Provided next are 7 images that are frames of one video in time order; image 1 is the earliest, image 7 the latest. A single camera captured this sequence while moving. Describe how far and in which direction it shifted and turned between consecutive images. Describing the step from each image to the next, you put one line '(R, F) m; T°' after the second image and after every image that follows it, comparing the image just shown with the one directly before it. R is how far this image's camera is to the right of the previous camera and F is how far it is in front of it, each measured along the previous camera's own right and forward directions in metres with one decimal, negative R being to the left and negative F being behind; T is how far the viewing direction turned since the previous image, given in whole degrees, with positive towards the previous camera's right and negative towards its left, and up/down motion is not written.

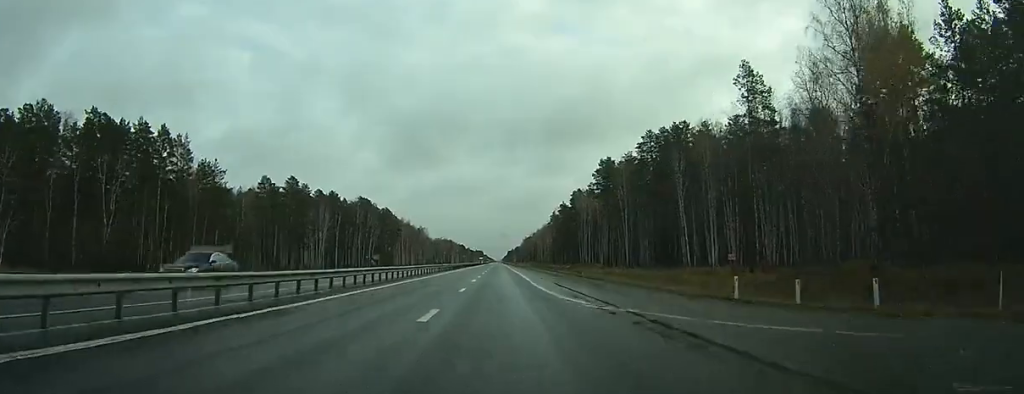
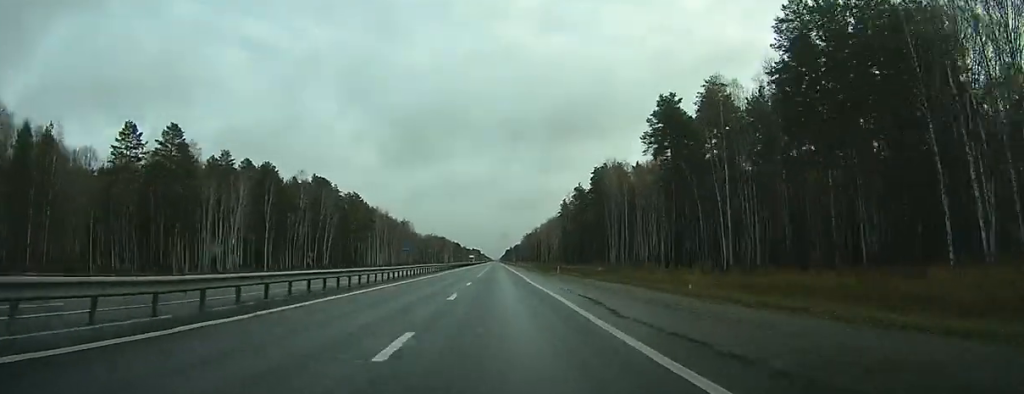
(0.0, +65.2) m; 0°
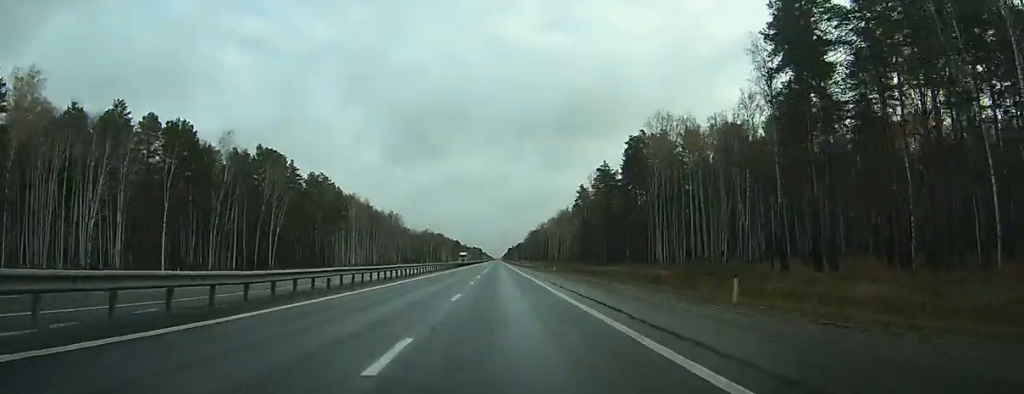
(-0.1, +47.2) m; 0°
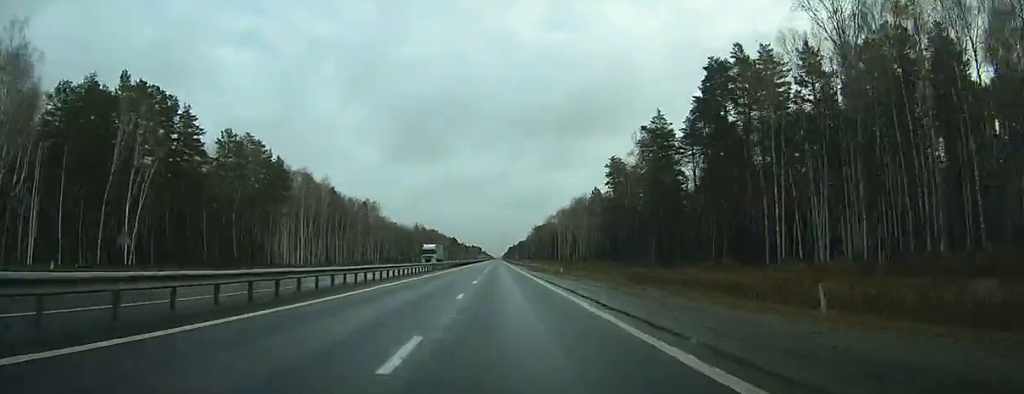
(-0.1, +57.0) m; 0°
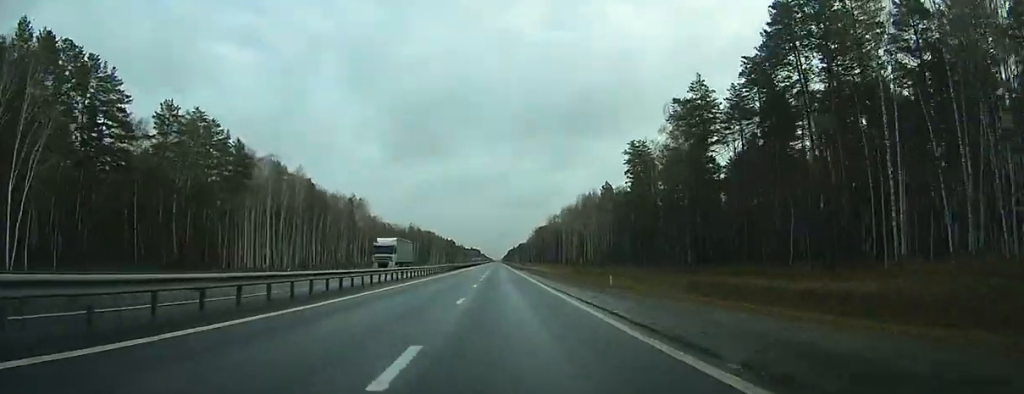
(0.0, +25.4) m; 0°
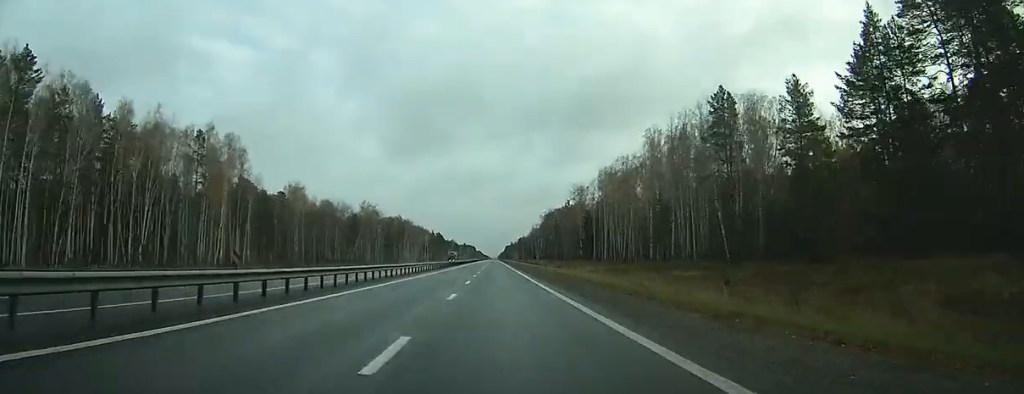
(+0.2, +121.8) m; 0°
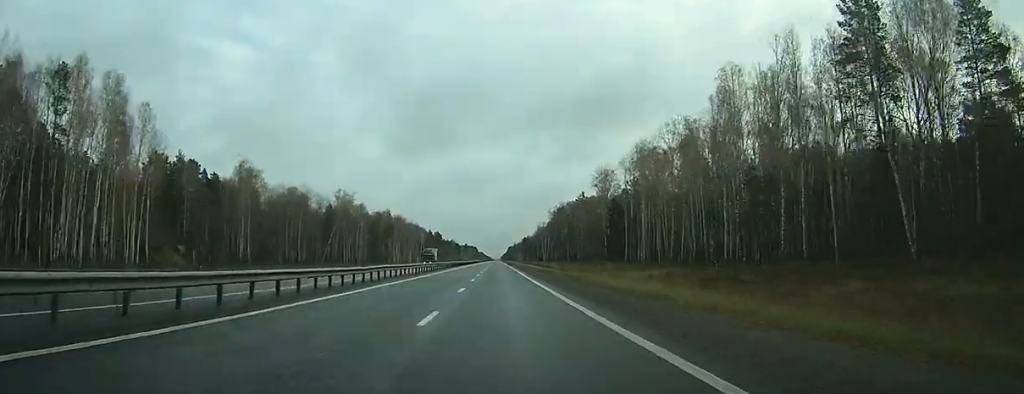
(0.0, +41.8) m; 0°
